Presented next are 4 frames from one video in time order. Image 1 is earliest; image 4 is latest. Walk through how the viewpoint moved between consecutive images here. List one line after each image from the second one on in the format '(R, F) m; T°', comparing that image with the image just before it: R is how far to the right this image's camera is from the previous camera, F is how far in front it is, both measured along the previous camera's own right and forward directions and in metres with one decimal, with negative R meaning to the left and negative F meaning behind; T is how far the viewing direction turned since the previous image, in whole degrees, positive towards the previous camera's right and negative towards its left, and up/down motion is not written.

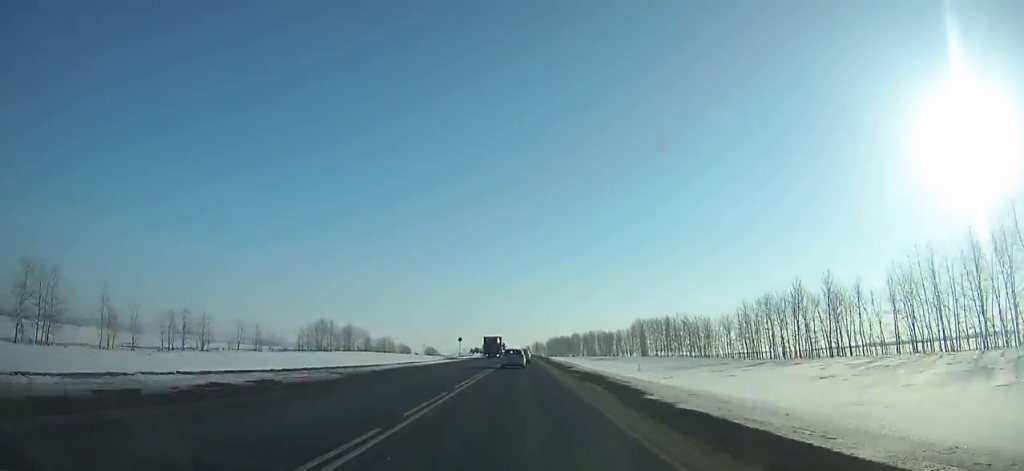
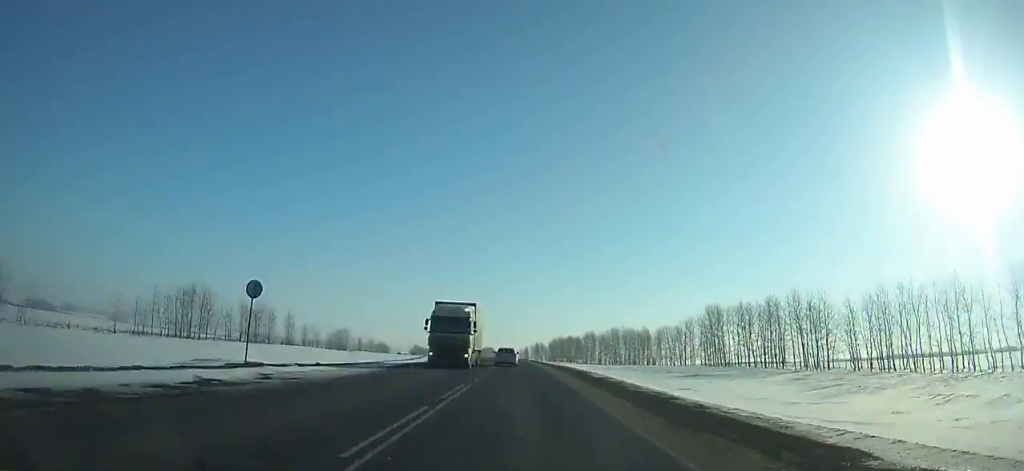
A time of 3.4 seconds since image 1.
(-0.3, +77.3) m; -1°
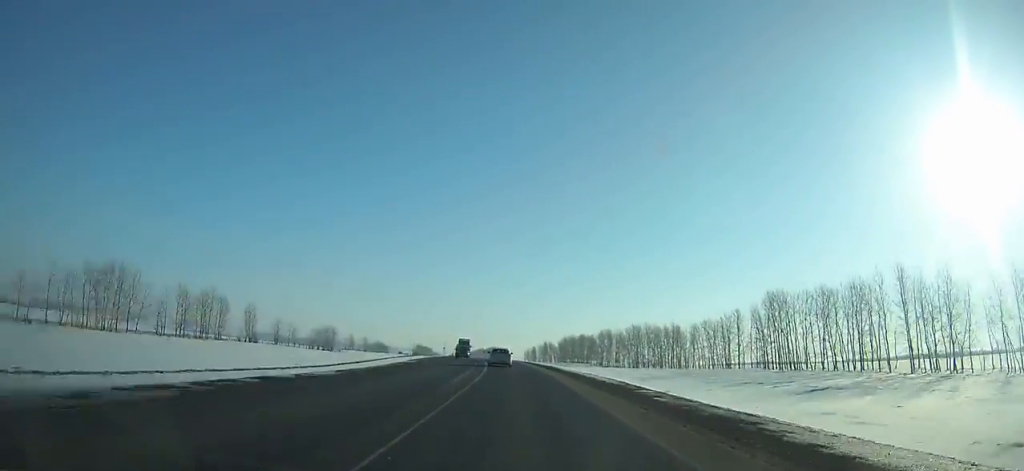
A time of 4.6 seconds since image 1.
(-0.3, +27.8) m; -1°
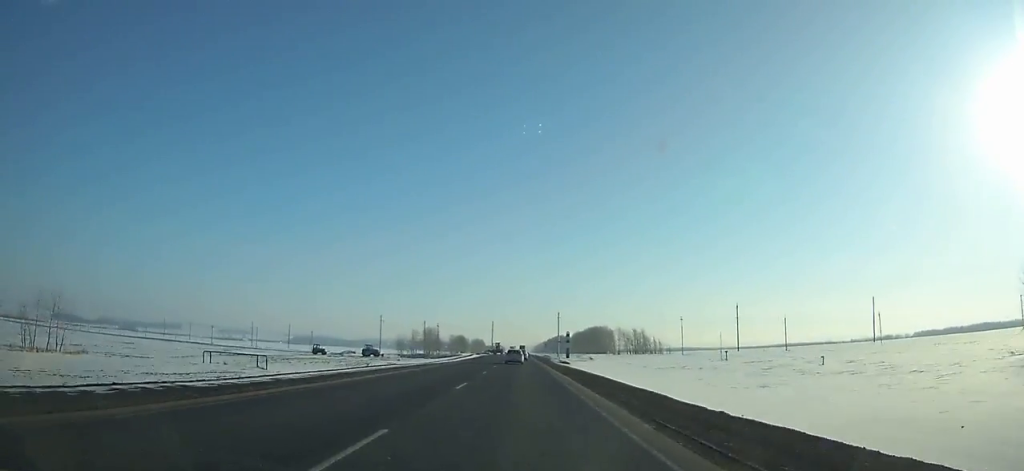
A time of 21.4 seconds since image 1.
(-25.5, +390.9) m; -5°
